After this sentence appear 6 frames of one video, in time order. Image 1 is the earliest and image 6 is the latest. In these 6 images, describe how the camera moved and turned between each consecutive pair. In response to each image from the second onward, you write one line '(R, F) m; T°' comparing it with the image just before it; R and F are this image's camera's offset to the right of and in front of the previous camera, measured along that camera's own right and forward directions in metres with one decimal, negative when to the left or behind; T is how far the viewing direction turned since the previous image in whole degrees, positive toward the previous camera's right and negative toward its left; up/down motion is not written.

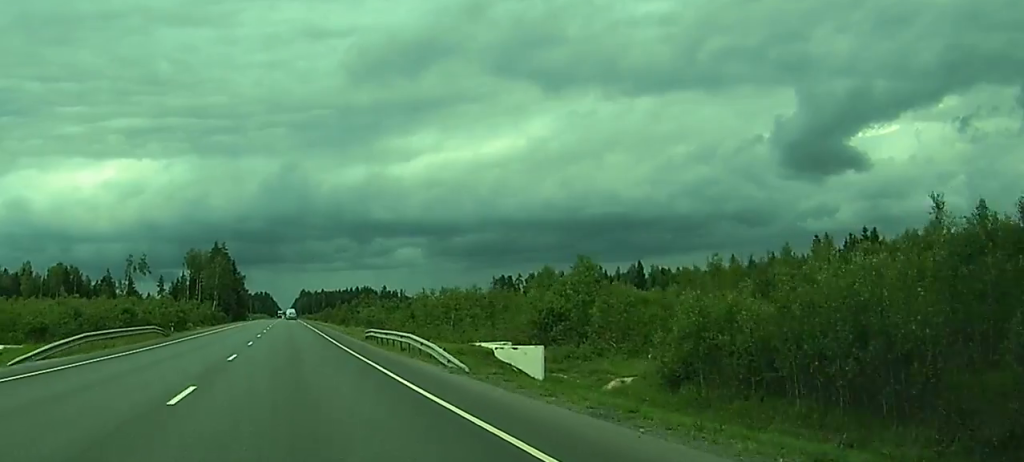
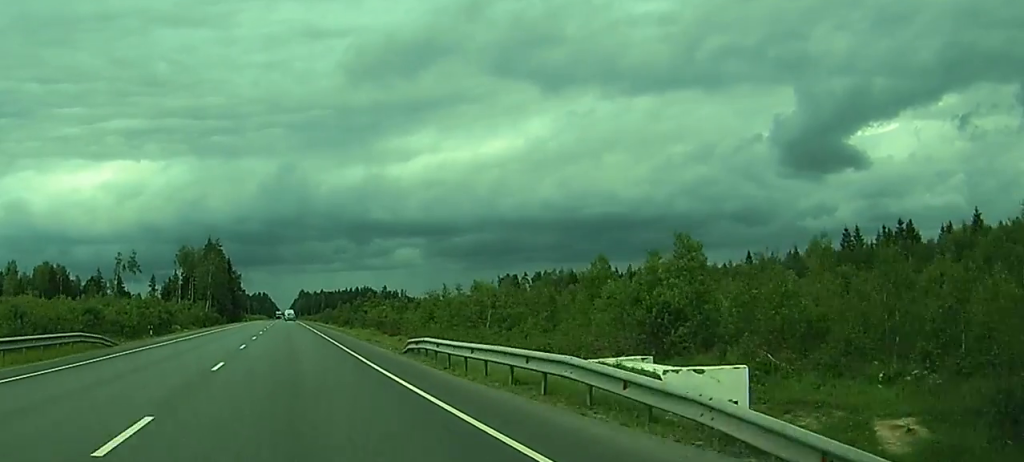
(0.0, +16.4) m; 0°
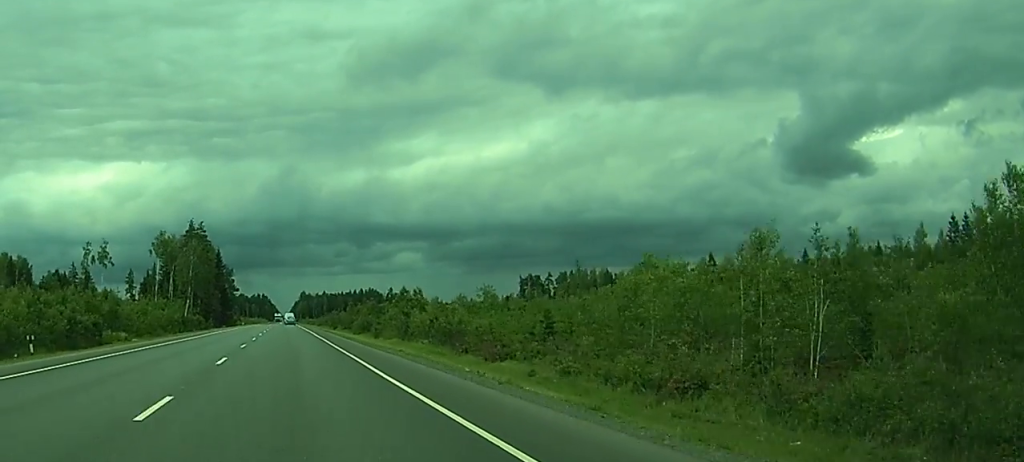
(0.0, +45.7) m; 0°
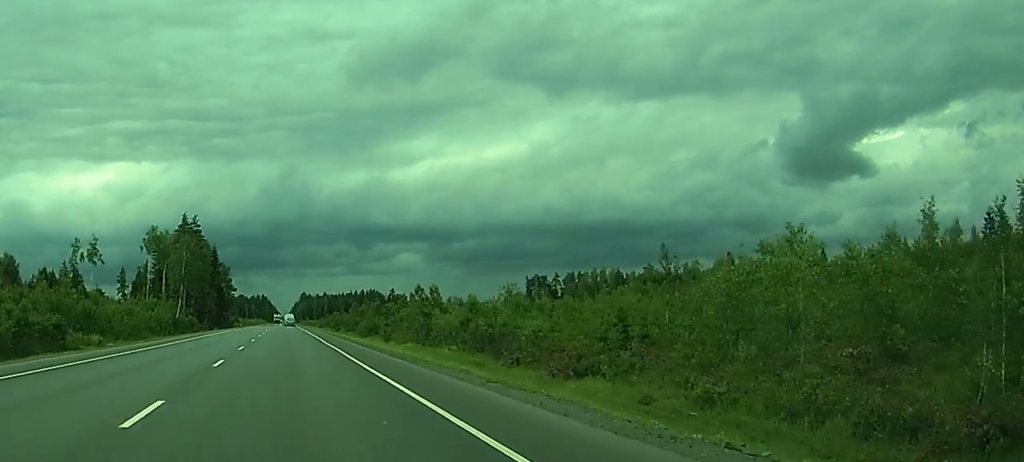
(+0.1, +12.8) m; 0°
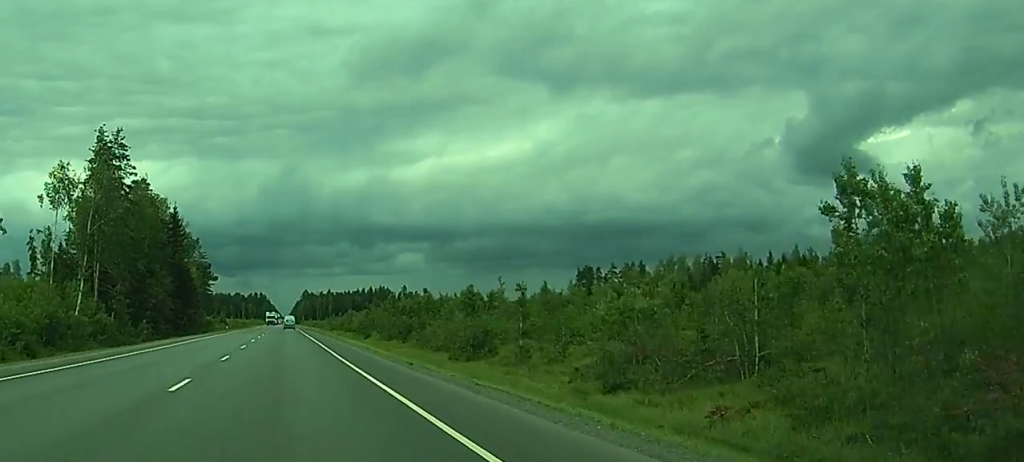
(+0.7, +79.2) m; +1°
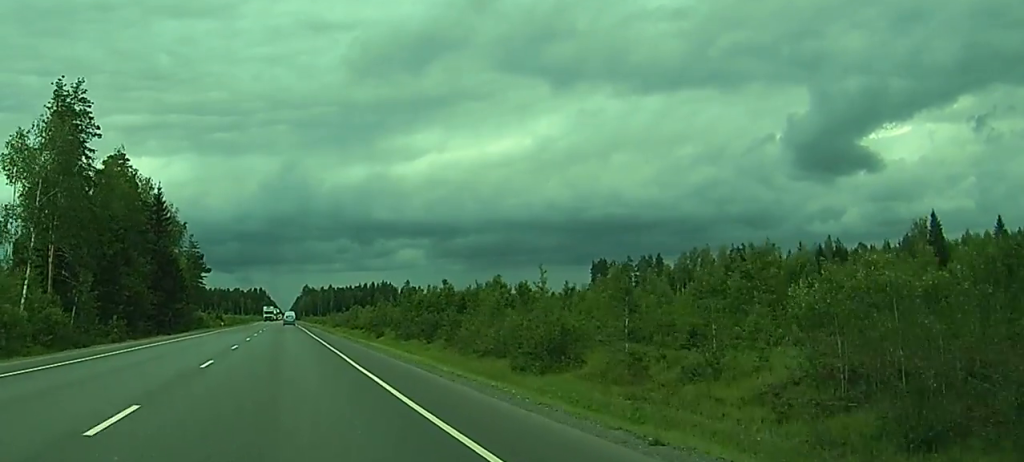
(0.0, +18.1) m; 0°
